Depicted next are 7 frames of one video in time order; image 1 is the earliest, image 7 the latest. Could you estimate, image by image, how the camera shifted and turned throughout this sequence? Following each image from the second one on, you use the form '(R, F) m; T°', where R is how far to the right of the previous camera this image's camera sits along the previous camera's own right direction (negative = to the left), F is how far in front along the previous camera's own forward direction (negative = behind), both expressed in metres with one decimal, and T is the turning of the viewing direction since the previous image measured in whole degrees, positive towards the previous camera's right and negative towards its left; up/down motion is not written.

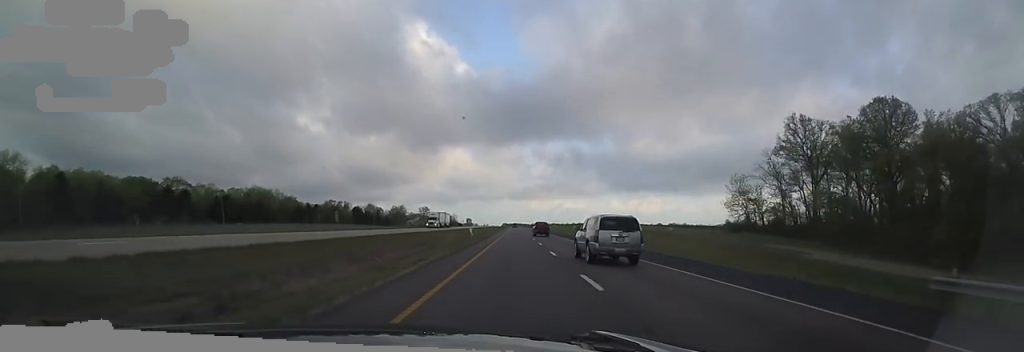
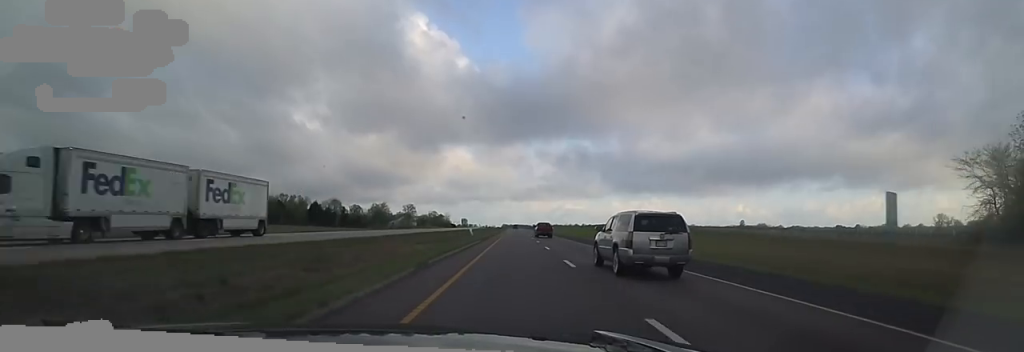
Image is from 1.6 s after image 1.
(+0.6, +55.6) m; +1°
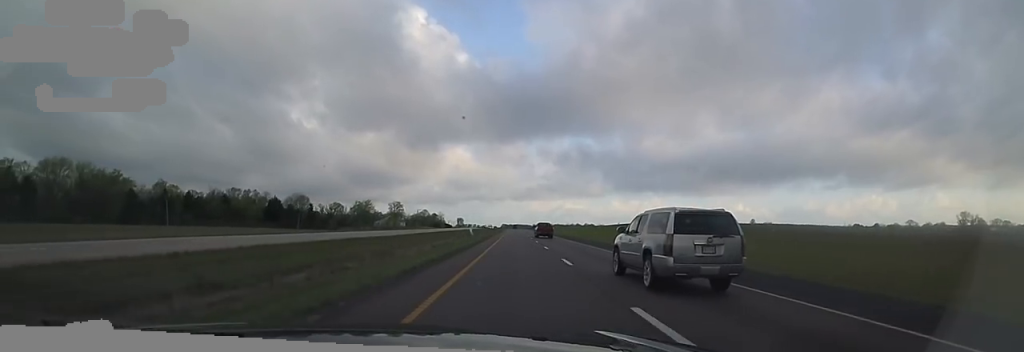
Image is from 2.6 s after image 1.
(+0.2, +35.4) m; 0°
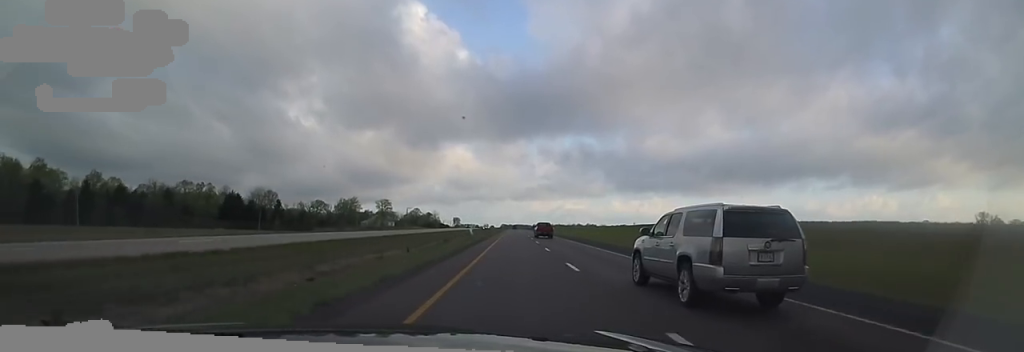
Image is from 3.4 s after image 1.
(+0.4, +26.2) m; -1°
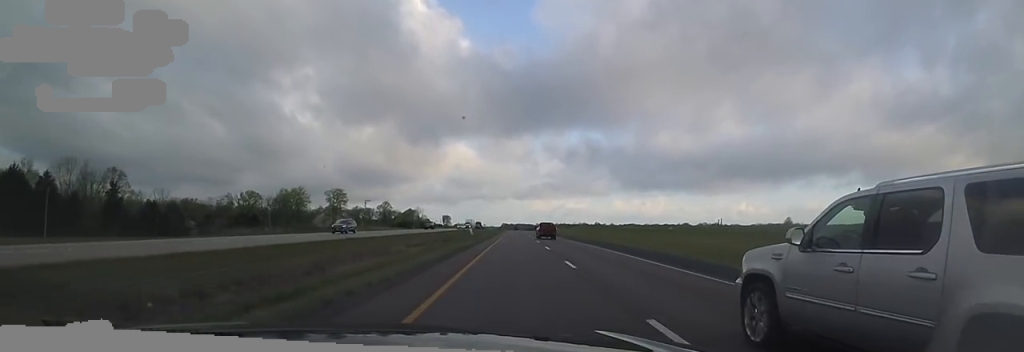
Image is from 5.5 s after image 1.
(-0.9, +72.1) m; +1°
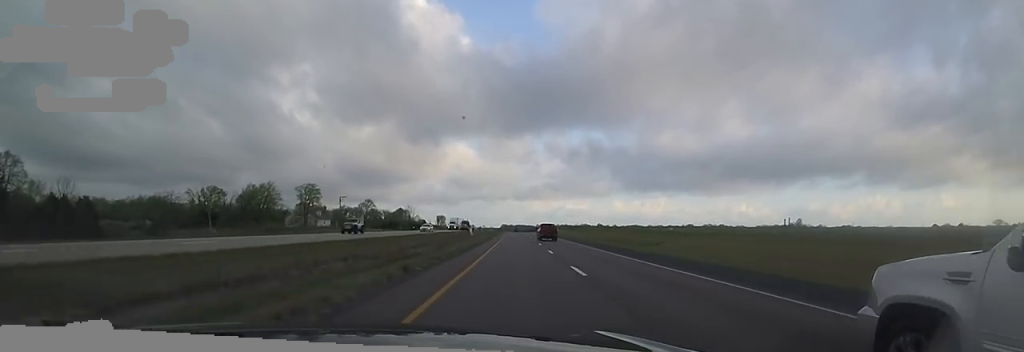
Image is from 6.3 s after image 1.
(+0.6, +26.3) m; -1°
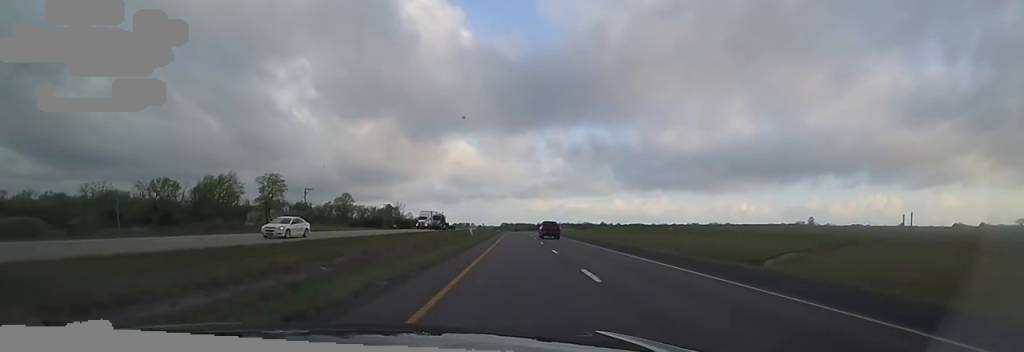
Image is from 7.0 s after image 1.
(-0.8, +26.3) m; -1°
